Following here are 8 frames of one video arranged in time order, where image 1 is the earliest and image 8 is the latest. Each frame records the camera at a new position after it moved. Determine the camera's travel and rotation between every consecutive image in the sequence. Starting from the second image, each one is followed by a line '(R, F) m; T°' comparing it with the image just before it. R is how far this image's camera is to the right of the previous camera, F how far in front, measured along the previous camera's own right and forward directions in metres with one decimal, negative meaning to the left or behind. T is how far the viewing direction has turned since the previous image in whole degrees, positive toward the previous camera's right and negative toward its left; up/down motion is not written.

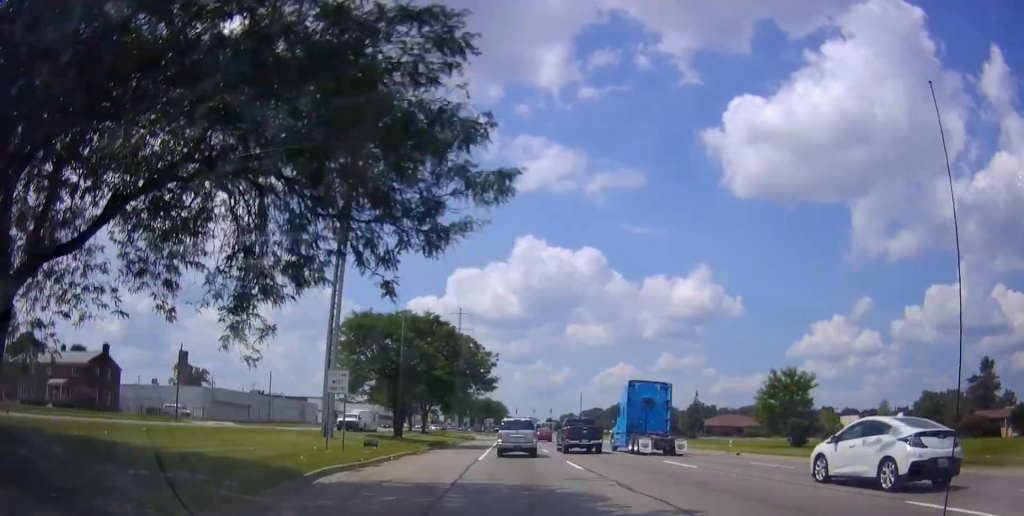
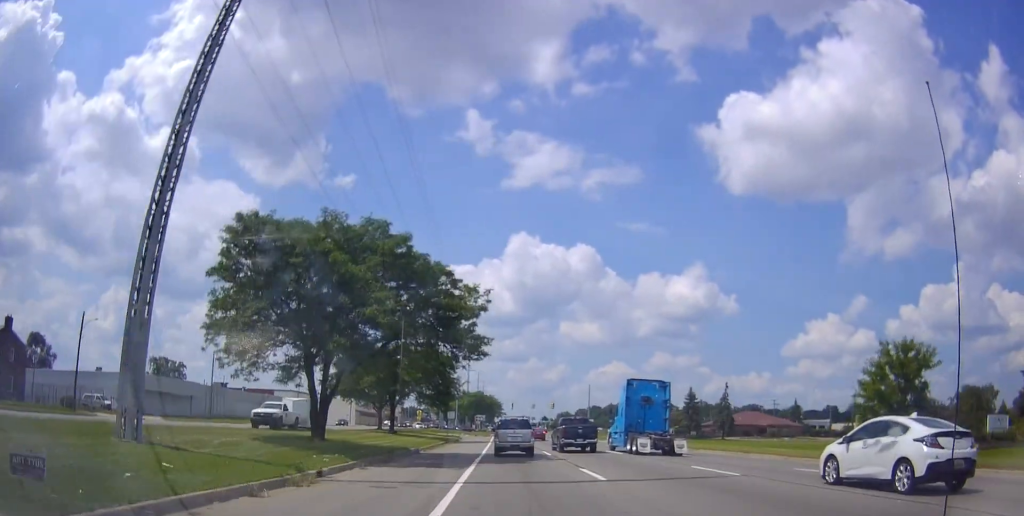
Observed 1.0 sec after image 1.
(-0.2, +19.2) m; -1°
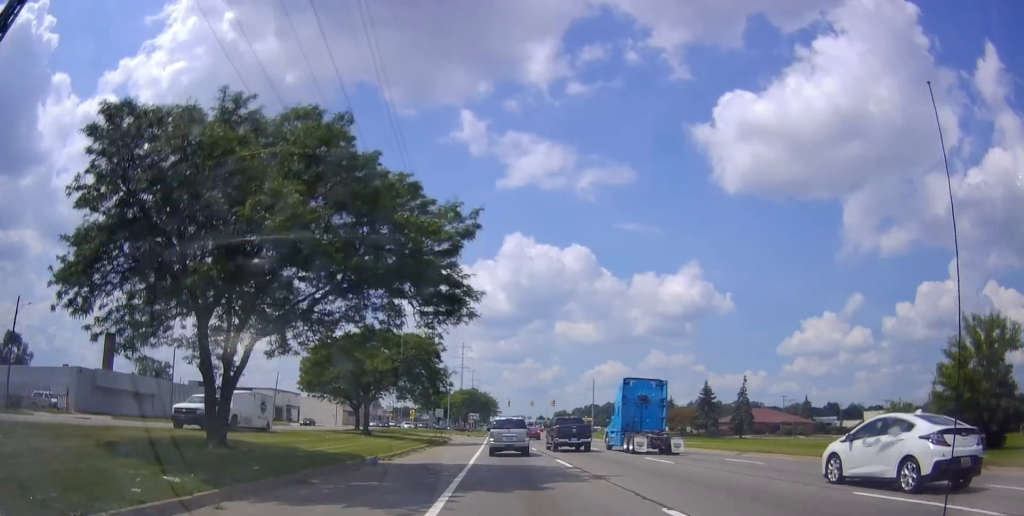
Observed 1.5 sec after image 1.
(-0.1, +9.7) m; 0°
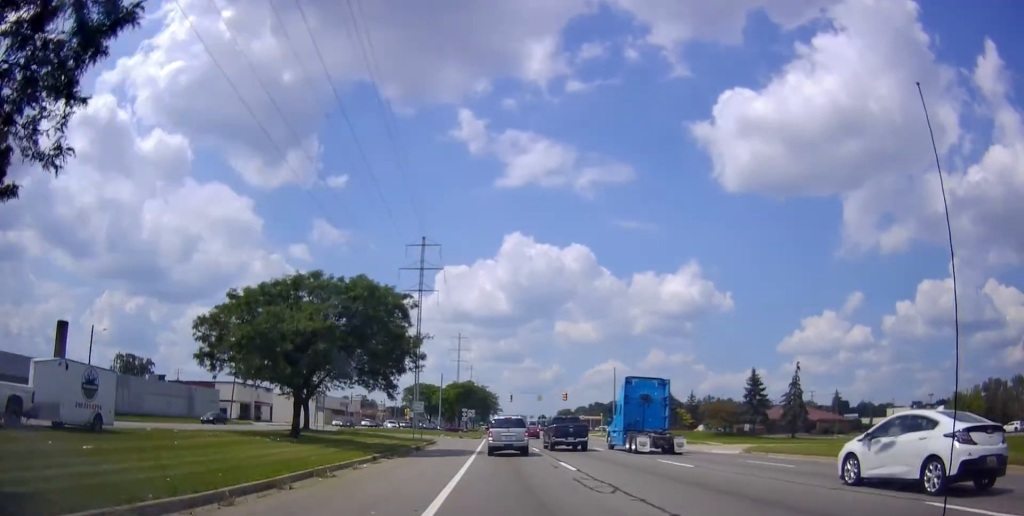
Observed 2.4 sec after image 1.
(0.0, +17.5) m; +1°
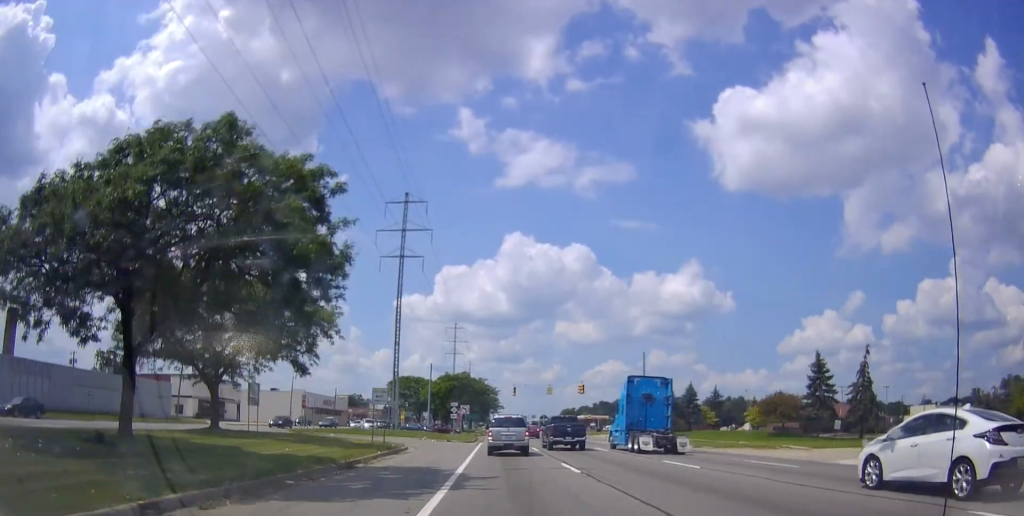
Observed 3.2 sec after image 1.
(+0.5, +16.2) m; 0°
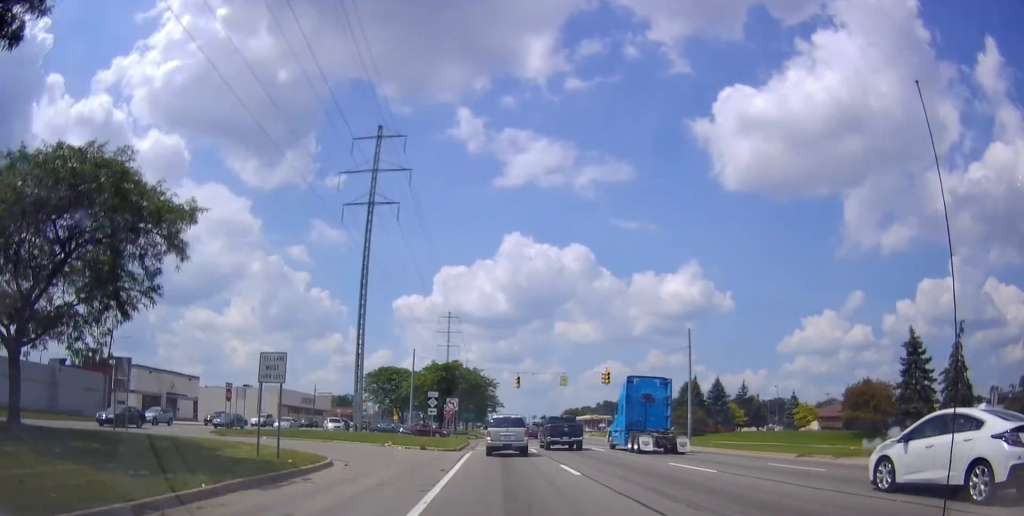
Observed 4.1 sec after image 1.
(-0.3, +16.3) m; 0°
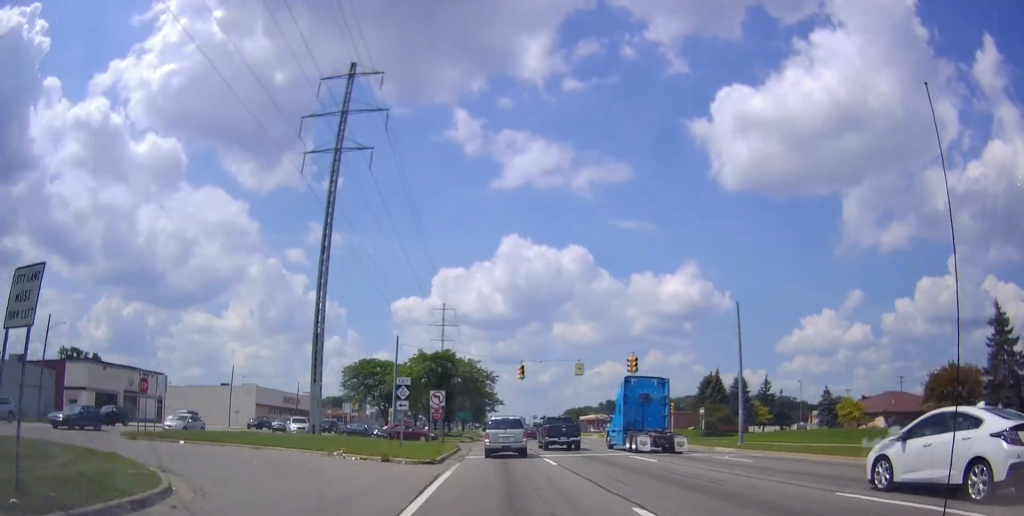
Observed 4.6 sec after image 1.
(0.0, +10.9) m; 0°
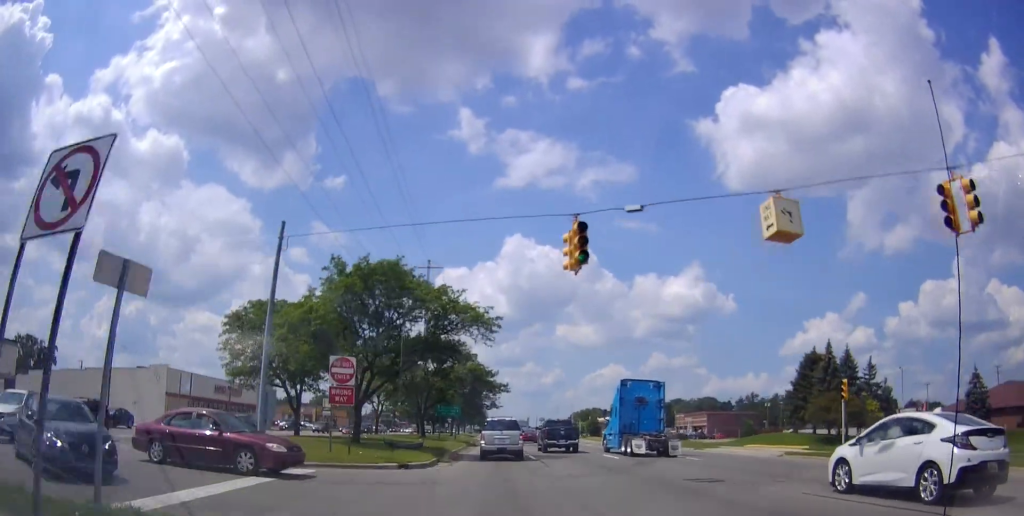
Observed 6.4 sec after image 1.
(+0.7, +32.8) m; +1°
